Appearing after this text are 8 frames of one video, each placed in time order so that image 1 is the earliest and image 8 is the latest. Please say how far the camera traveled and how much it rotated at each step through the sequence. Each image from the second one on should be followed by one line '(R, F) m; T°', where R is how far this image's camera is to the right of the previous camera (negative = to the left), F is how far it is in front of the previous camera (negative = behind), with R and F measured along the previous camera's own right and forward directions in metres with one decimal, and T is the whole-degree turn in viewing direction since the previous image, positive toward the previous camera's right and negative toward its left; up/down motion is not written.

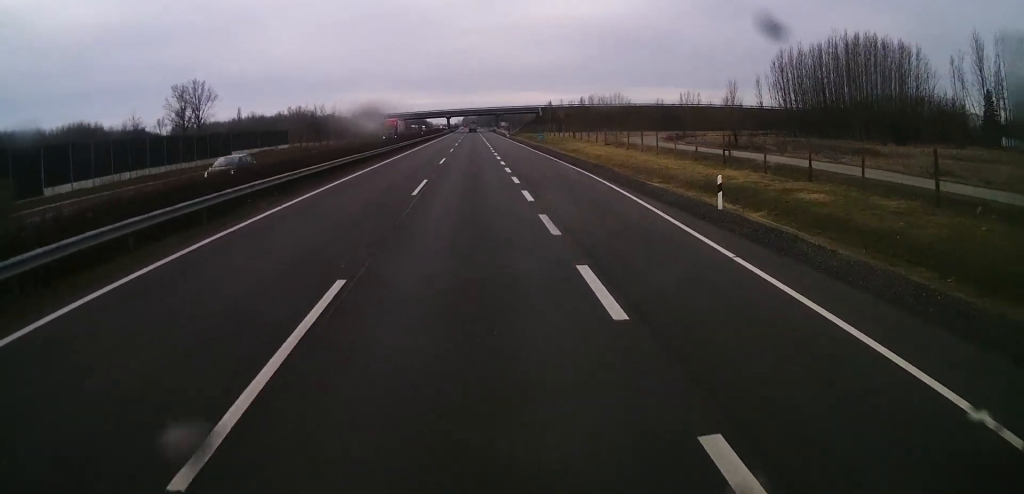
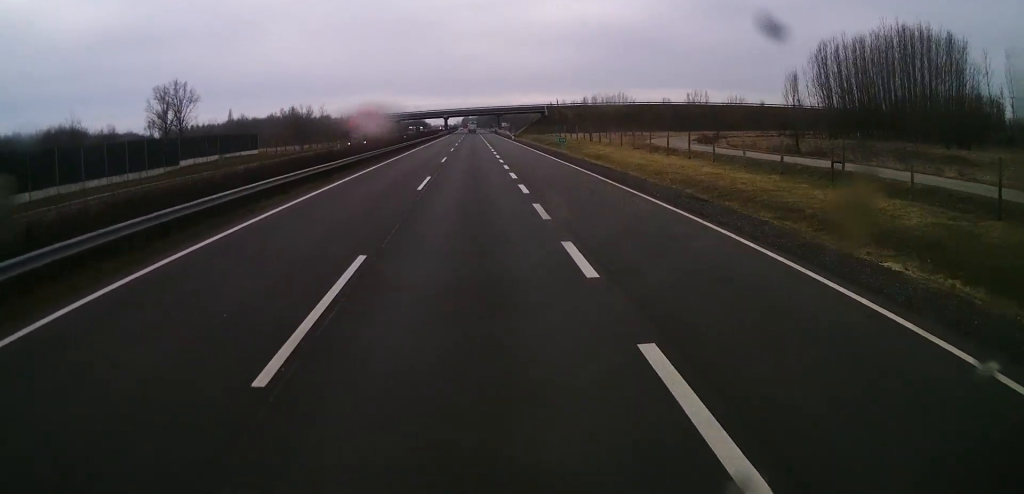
(+0.2, +16.2) m; 0°
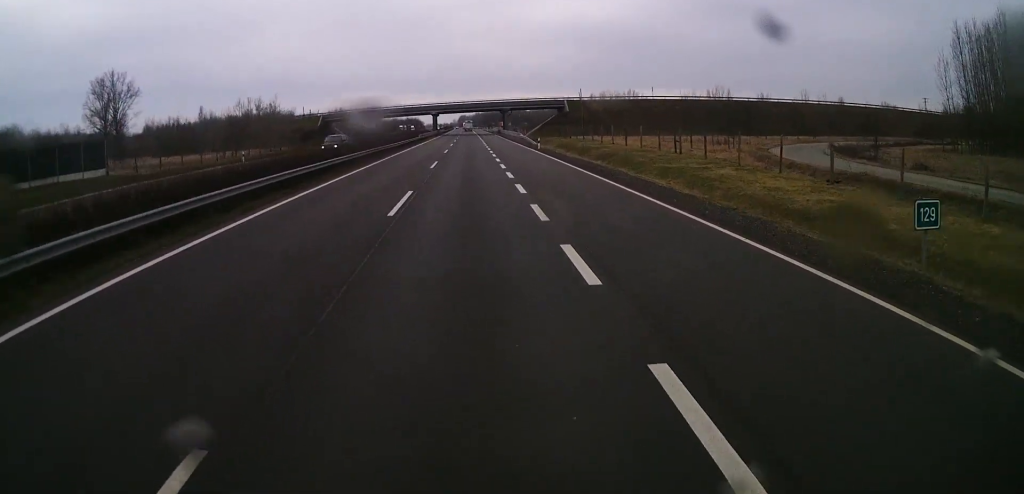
(0.0, +43.2) m; 0°
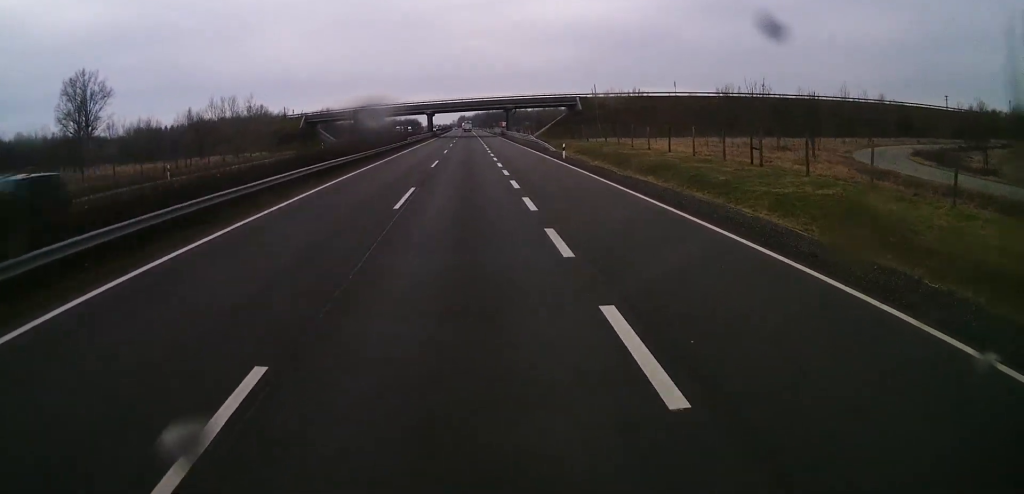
(0.0, +16.2) m; 0°
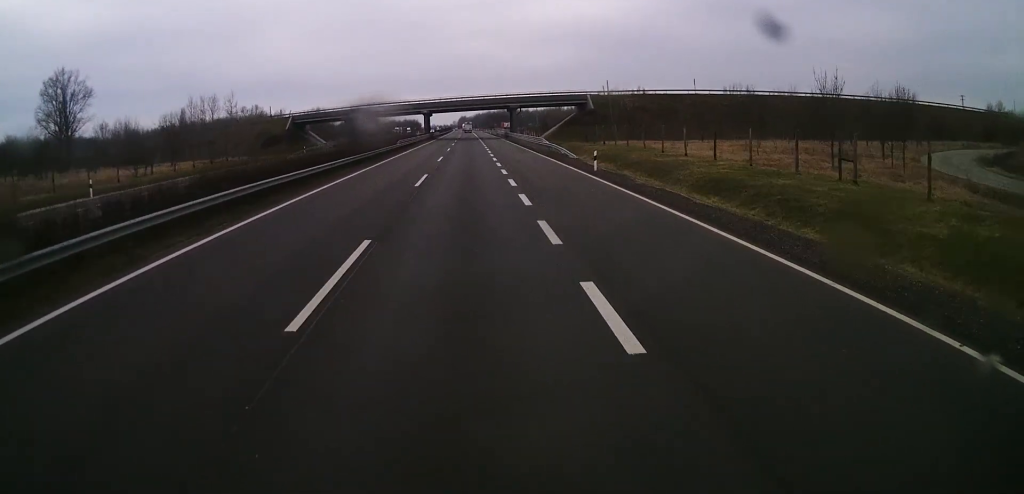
(-0.1, +10.9) m; 0°
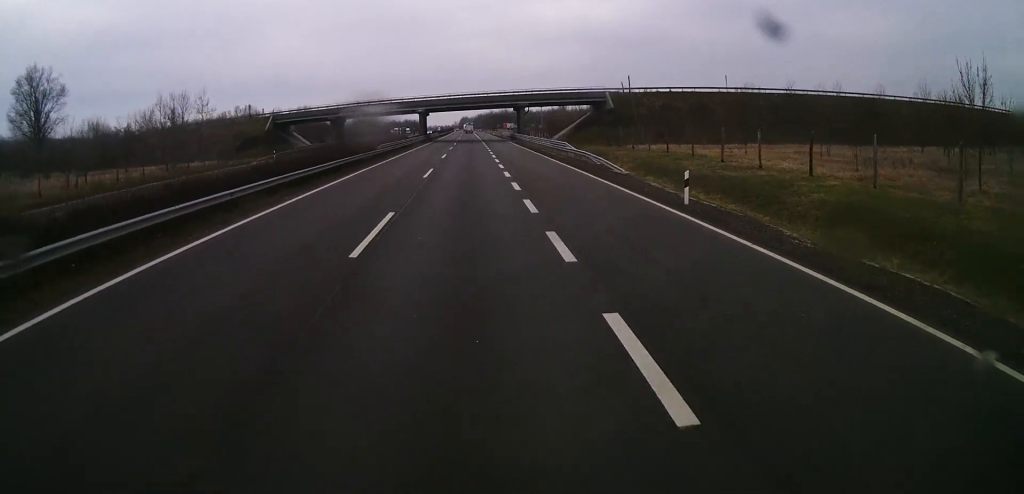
(+0.1, +13.9) m; 0°
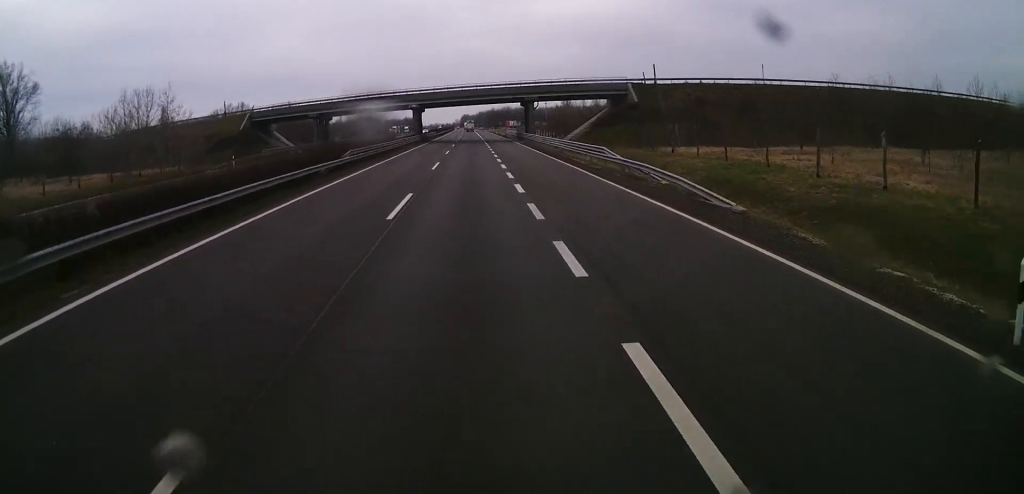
(+0.1, +13.1) m; 0°
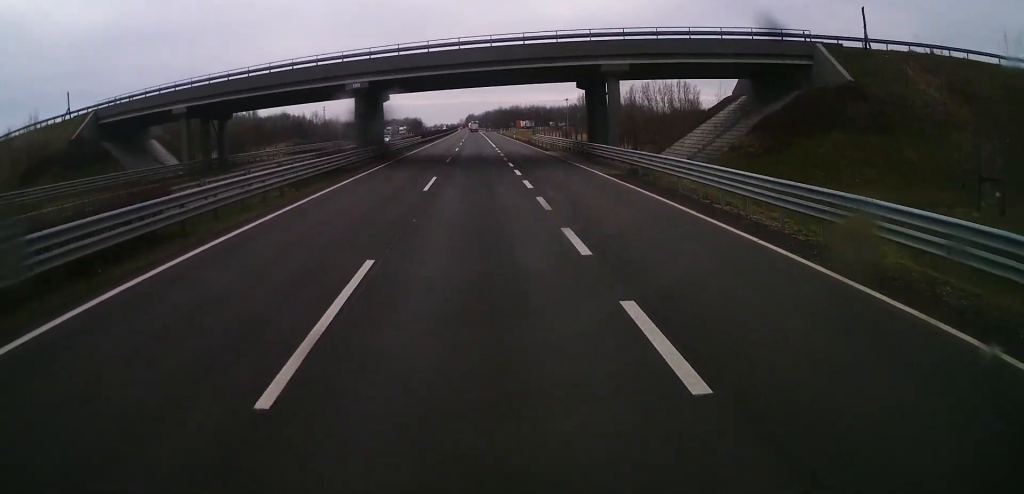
(-0.6, +47.0) m; -1°
